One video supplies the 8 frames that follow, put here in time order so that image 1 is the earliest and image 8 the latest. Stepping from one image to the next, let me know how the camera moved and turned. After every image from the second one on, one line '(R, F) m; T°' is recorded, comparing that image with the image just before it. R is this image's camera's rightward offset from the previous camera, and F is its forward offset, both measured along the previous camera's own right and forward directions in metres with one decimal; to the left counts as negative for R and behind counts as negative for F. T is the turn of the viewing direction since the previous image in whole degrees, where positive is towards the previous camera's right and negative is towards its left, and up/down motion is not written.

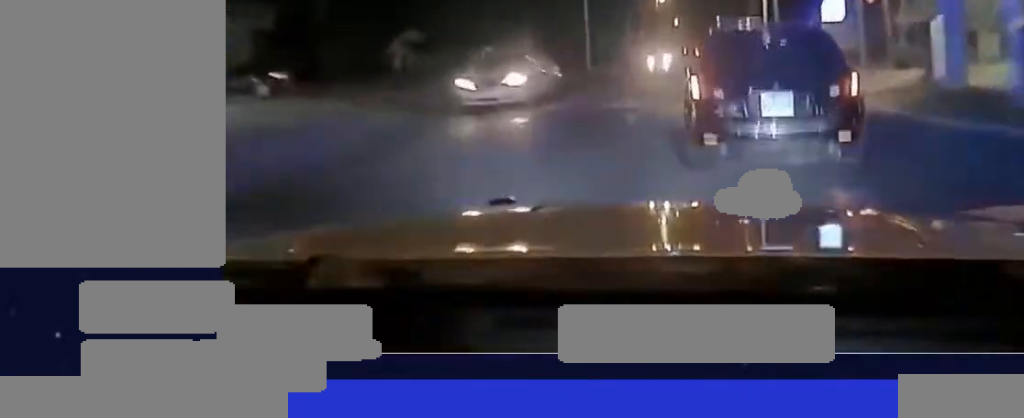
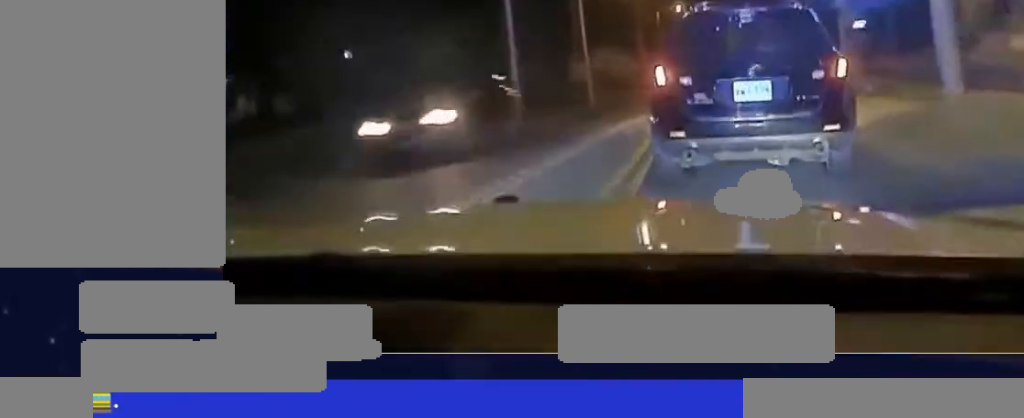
(-0.4, +53.2) m; -1°
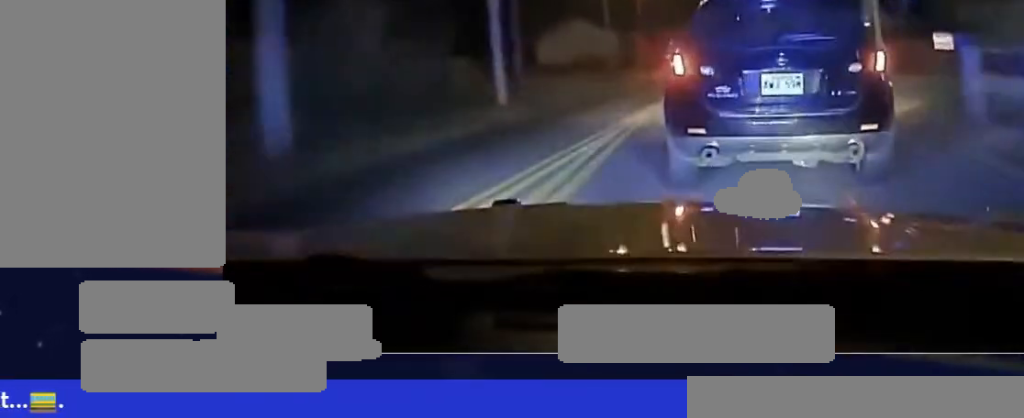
(-0.2, +18.5) m; 0°
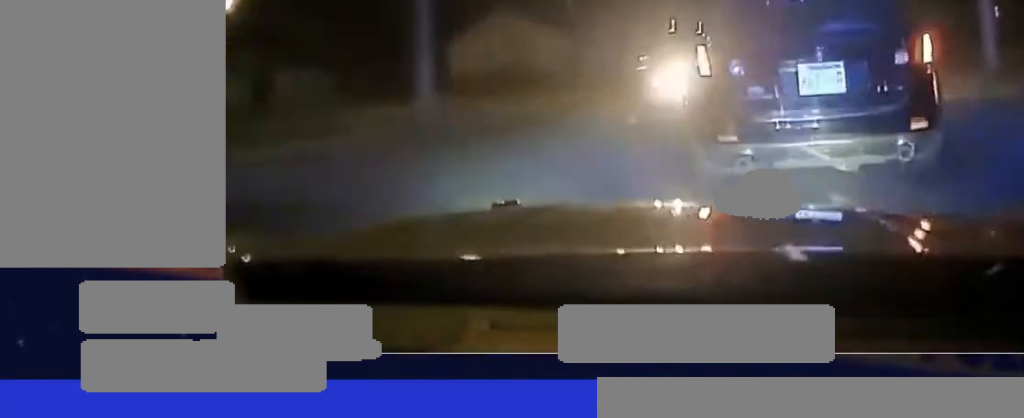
(0.0, +28.1) m; 0°
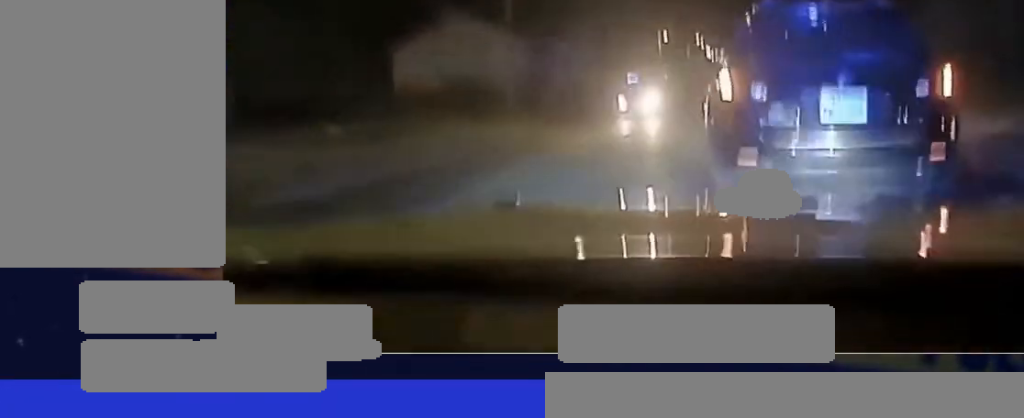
(0.0, +11.9) m; 0°
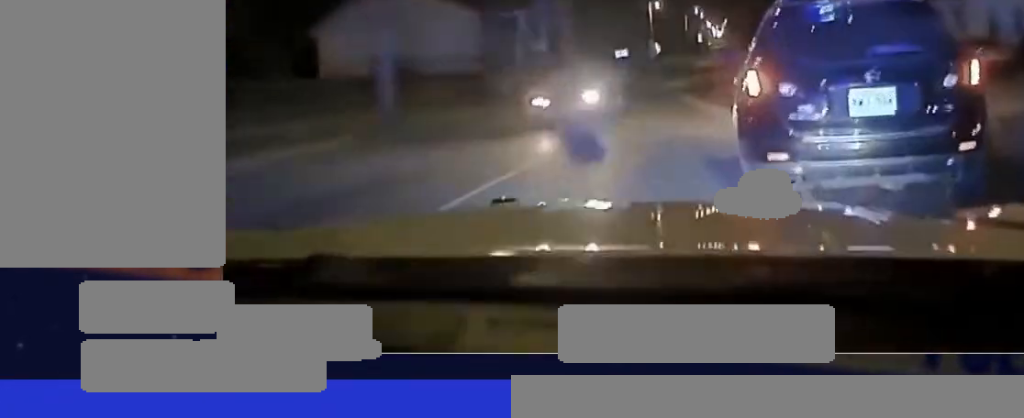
(+0.1, +10.9) m; 0°
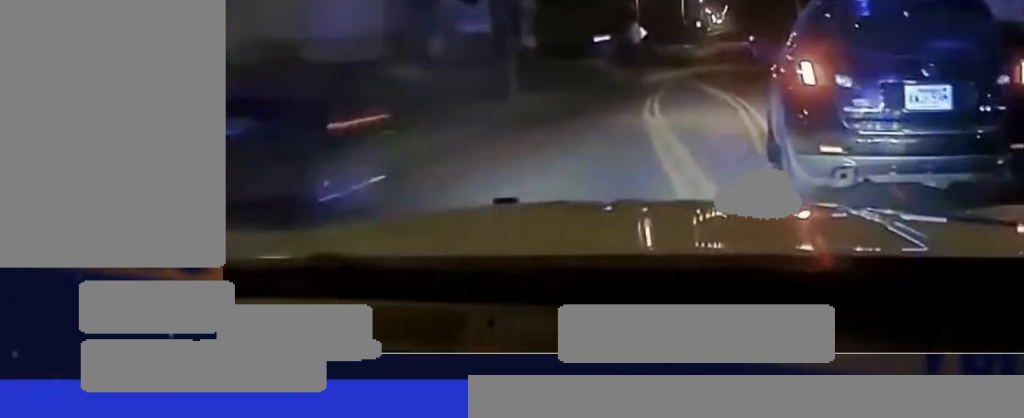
(+0.1, +11.8) m; 0°
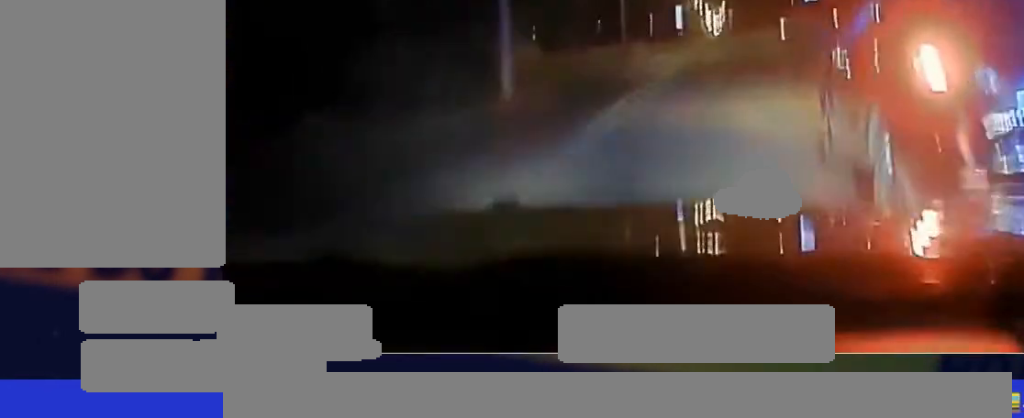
(-1.0, +83.2) m; -1°
